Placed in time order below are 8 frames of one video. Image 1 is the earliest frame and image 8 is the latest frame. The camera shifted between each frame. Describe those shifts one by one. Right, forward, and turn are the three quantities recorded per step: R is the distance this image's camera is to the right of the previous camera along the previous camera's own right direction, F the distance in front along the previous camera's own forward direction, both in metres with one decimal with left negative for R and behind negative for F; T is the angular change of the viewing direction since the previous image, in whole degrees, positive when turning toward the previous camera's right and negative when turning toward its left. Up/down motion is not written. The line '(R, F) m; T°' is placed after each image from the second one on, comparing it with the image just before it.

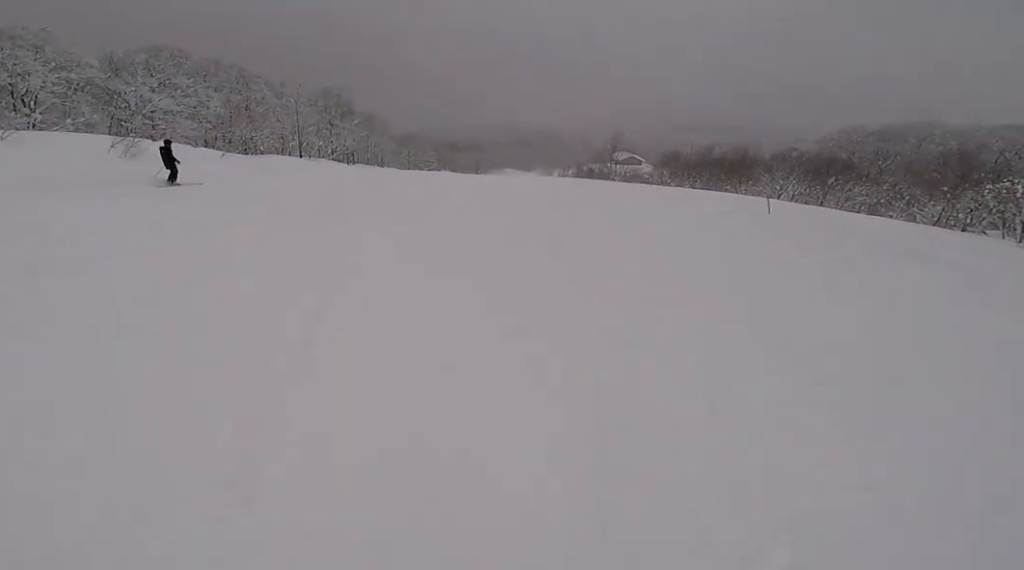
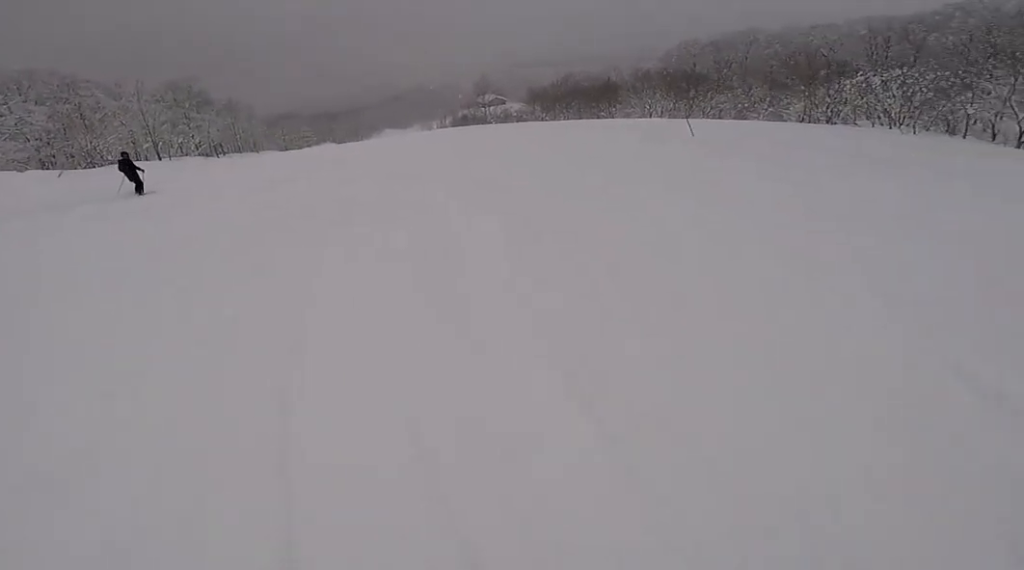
(0.0, +2.9) m; +5°
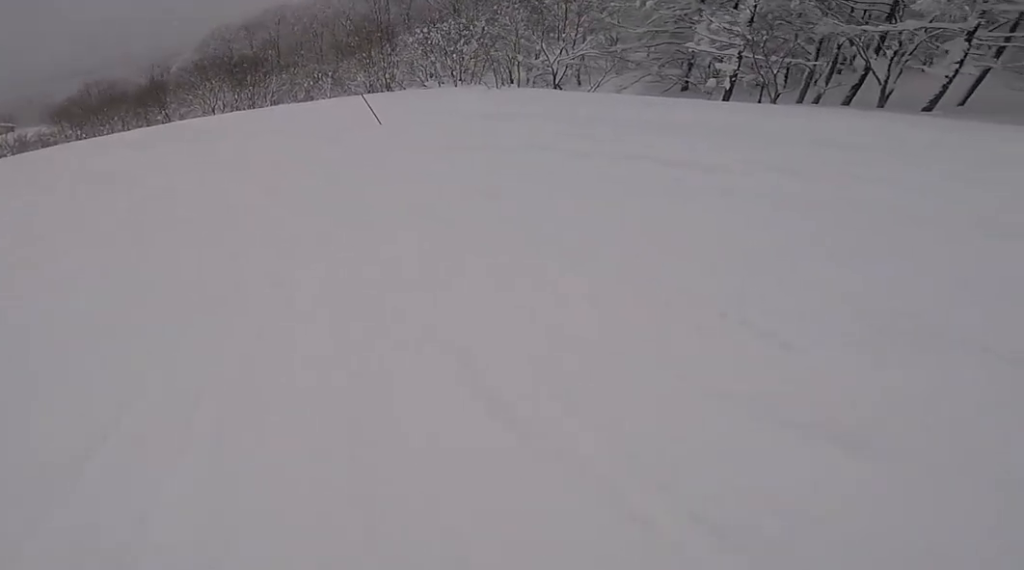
(+1.1, +7.9) m; +13°
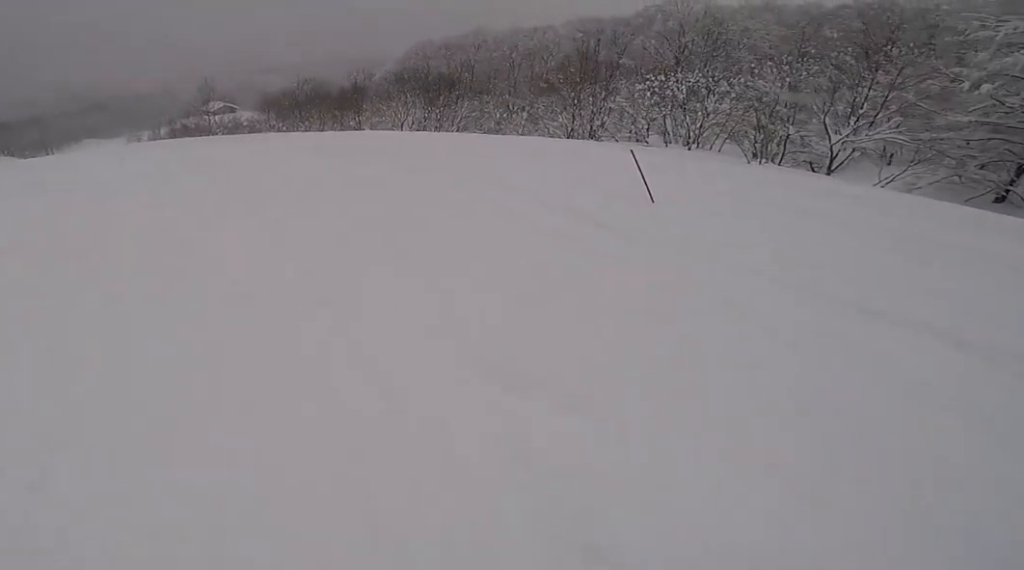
(+0.1, +4.2) m; -1°
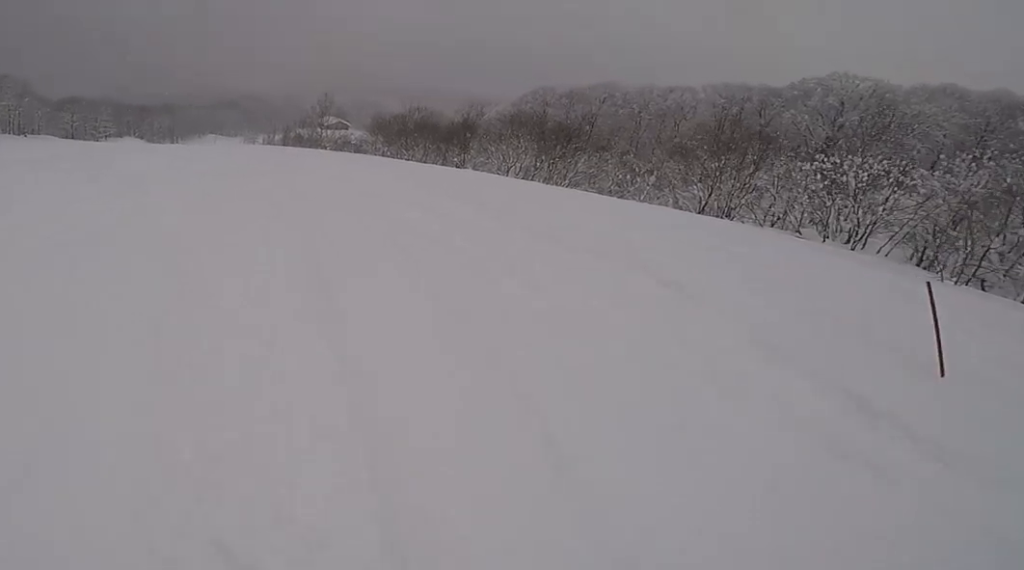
(0.0, +2.6) m; -2°
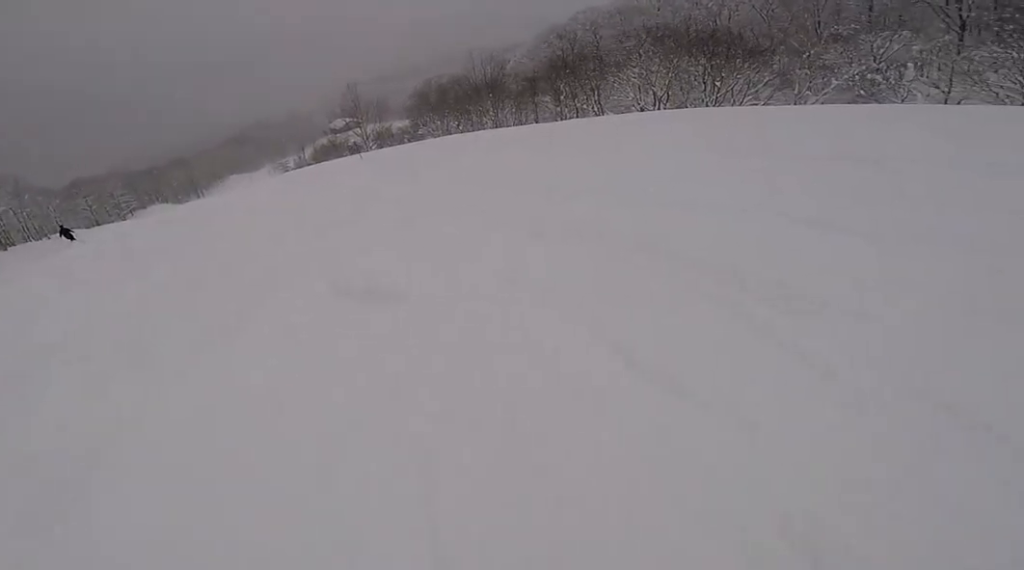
(-3.1, +12.3) m; -8°
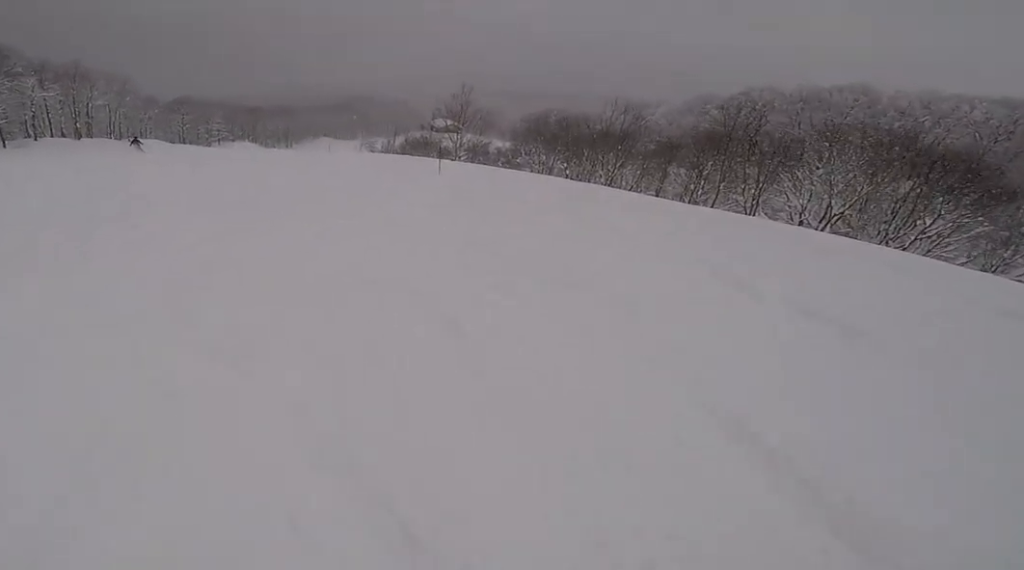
(+1.2, +5.6) m; +7°
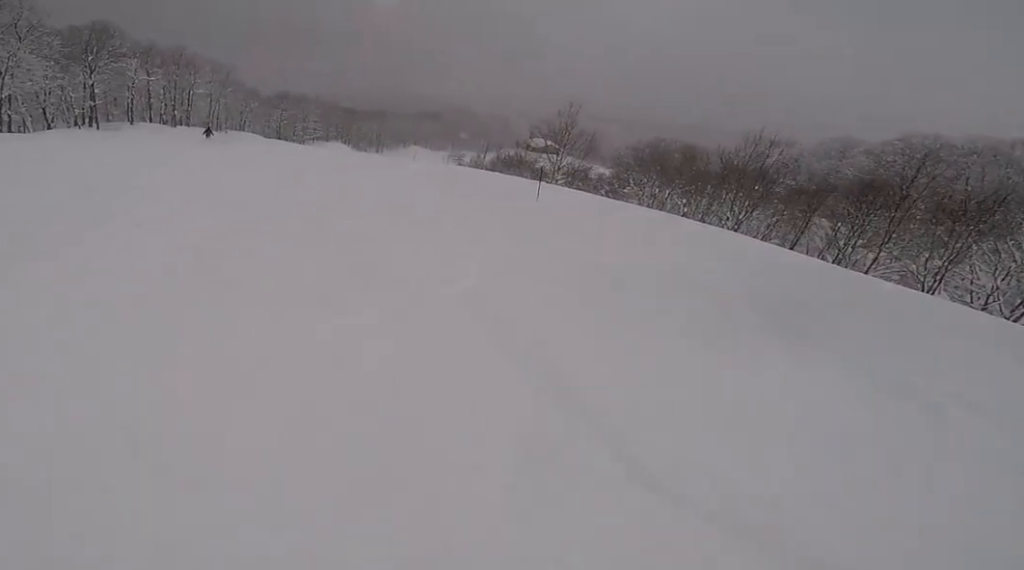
(+0.4, +3.7) m; -12°
